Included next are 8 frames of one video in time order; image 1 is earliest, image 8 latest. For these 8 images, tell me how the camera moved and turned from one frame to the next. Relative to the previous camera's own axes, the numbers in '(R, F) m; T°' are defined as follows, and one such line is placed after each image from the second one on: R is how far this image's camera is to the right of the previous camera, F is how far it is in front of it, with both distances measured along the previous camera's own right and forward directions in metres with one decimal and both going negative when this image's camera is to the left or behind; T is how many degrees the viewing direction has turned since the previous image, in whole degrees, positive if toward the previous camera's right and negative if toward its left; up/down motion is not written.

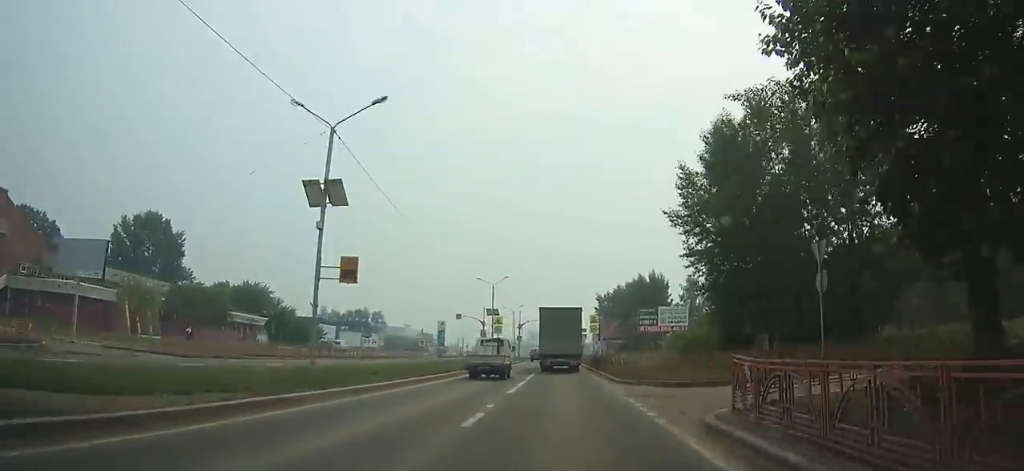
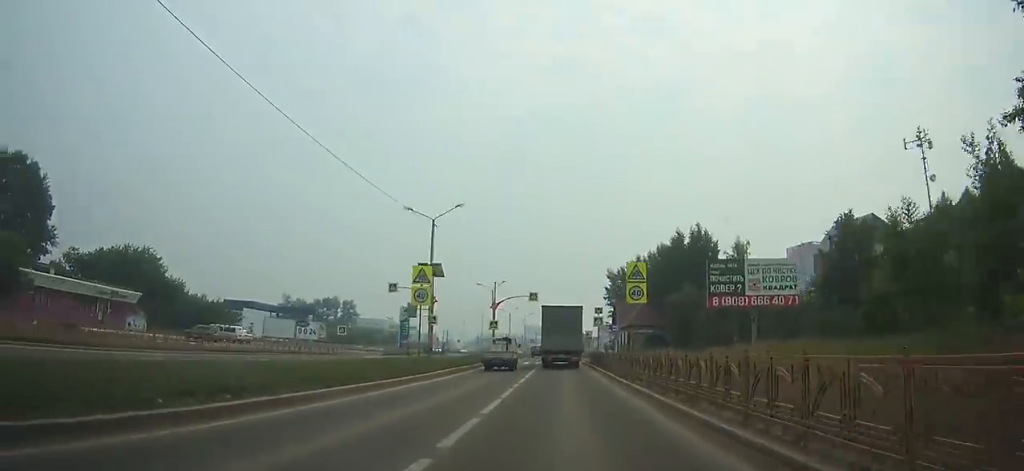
(-0.2, +35.2) m; -1°
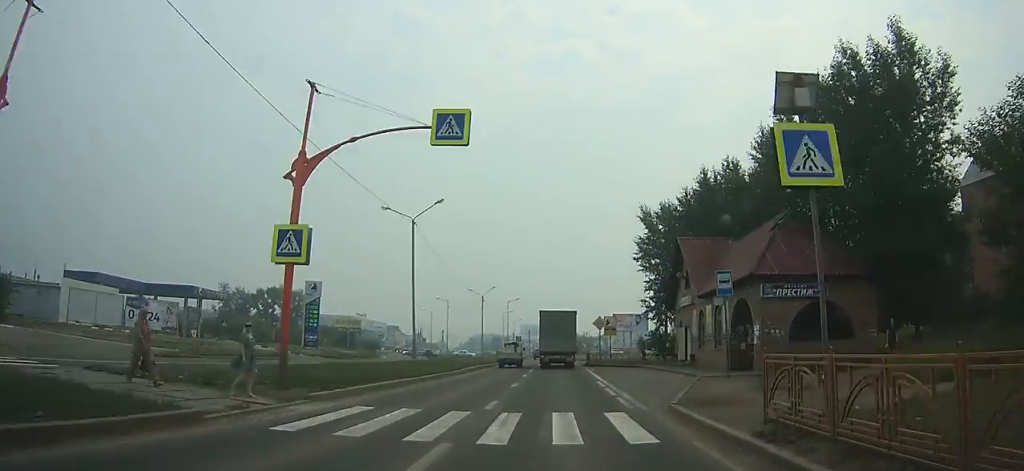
(-0.4, +44.6) m; -1°
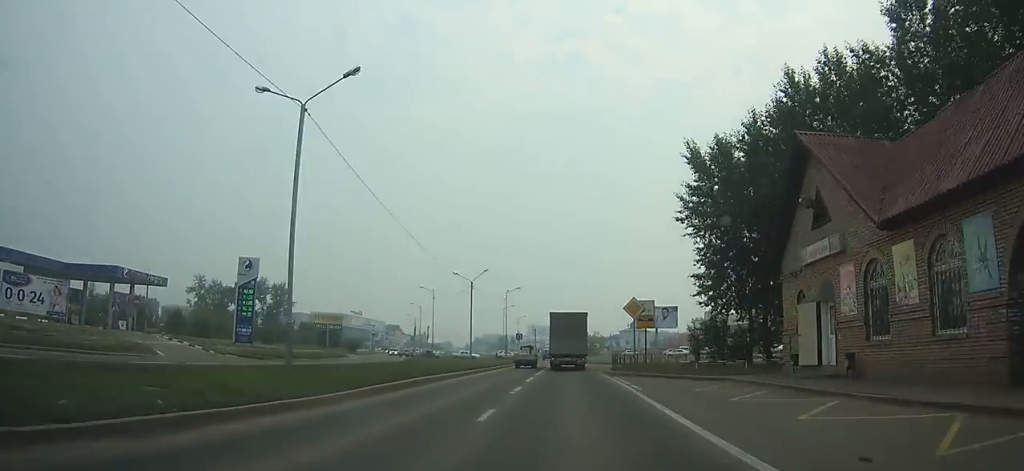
(0.0, +17.2) m; 0°
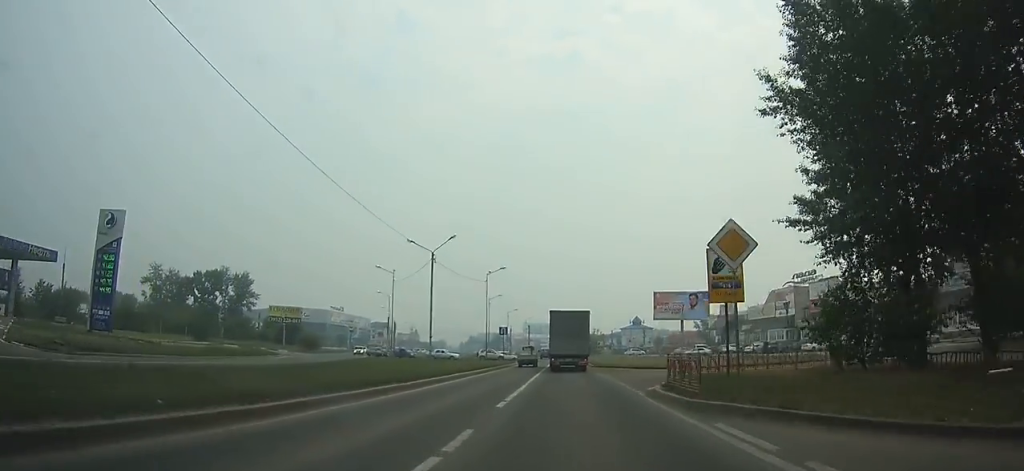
(0.0, +17.8) m; 0°
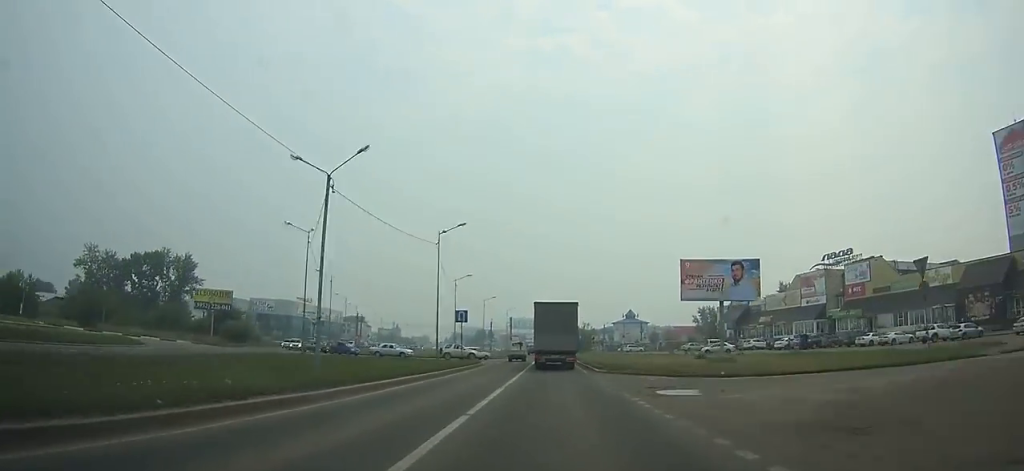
(+0.1, +19.2) m; +1°
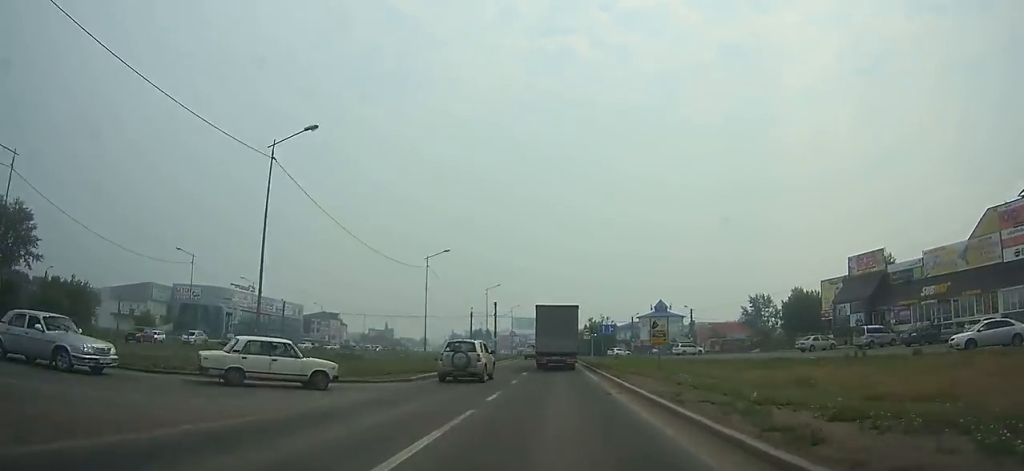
(-0.1, +55.9) m; 0°
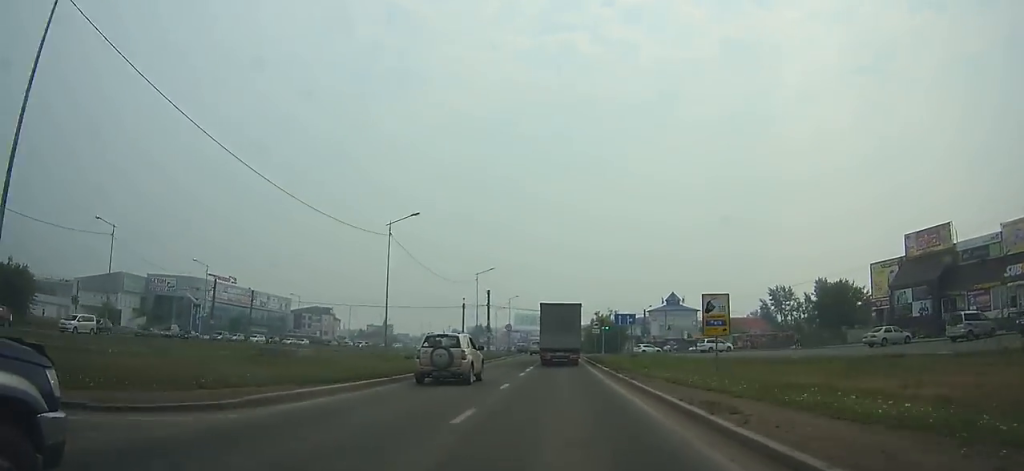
(0.0, +13.5) m; 0°
